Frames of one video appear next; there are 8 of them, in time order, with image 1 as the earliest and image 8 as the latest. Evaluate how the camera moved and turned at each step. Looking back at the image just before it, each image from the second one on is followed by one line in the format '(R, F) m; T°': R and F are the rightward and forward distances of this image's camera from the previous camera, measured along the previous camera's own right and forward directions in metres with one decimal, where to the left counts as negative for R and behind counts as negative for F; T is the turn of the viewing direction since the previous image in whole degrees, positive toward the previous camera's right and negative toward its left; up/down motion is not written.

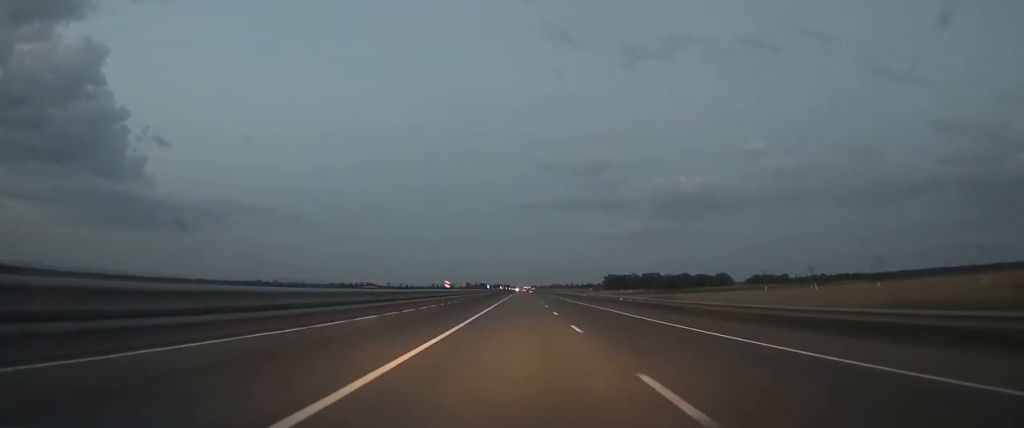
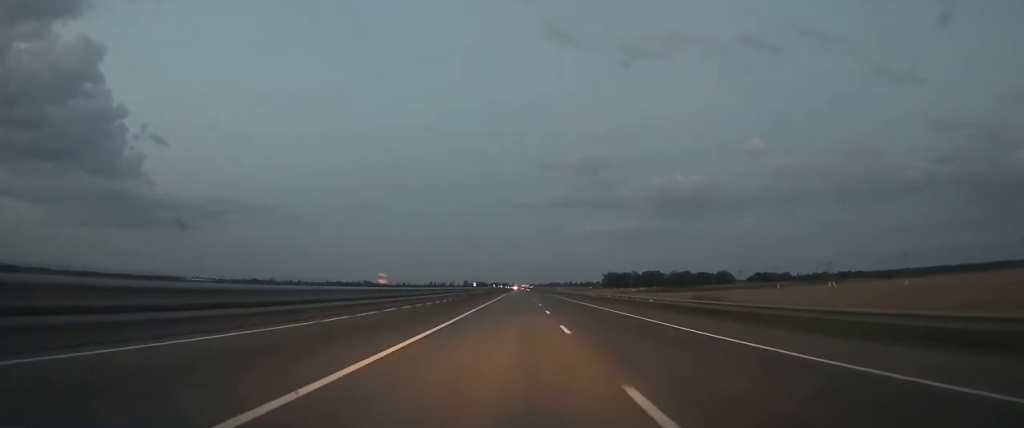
(0.0, +13.1) m; 0°
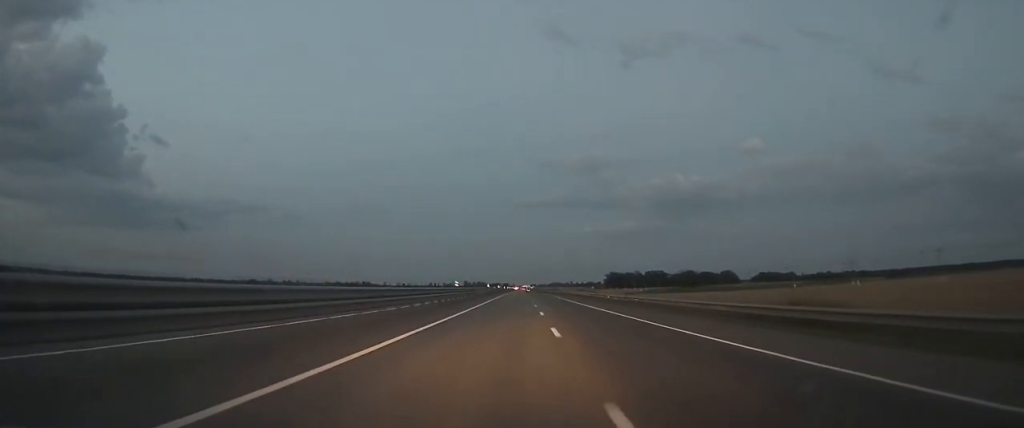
(+0.1, +13.1) m; 0°
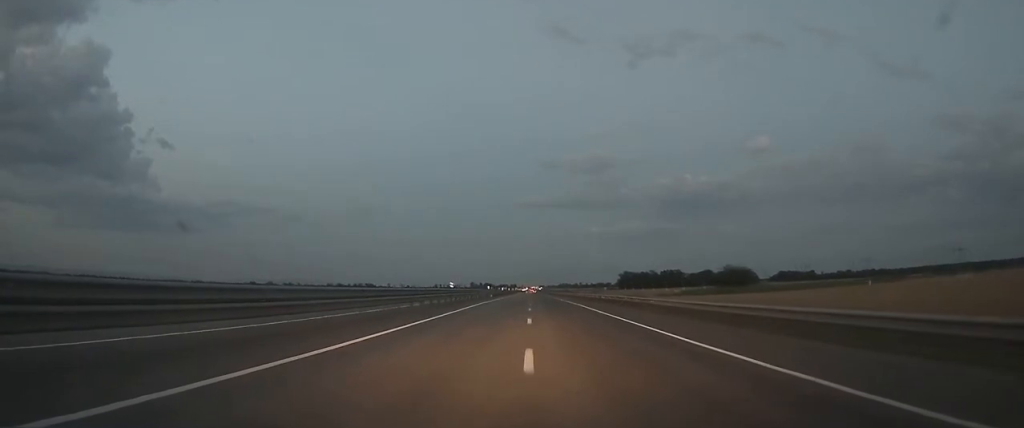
(-0.1, +42.3) m; 0°
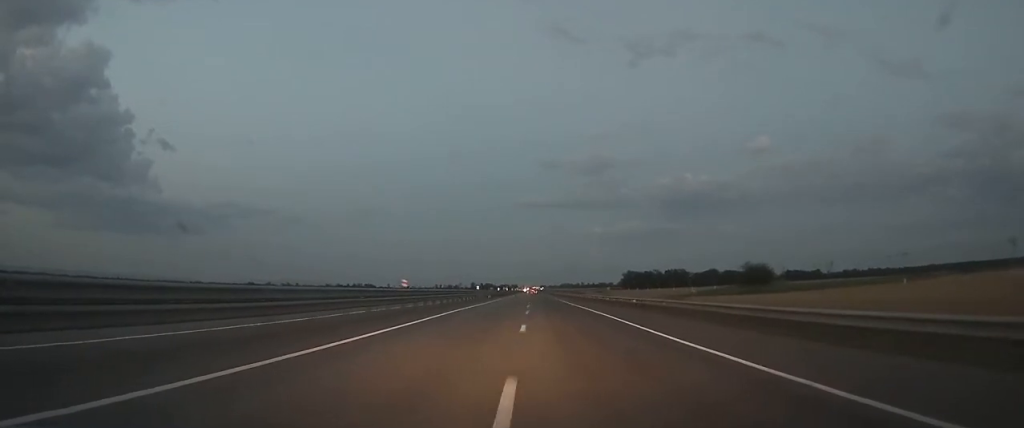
(0.0, +15.9) m; 0°
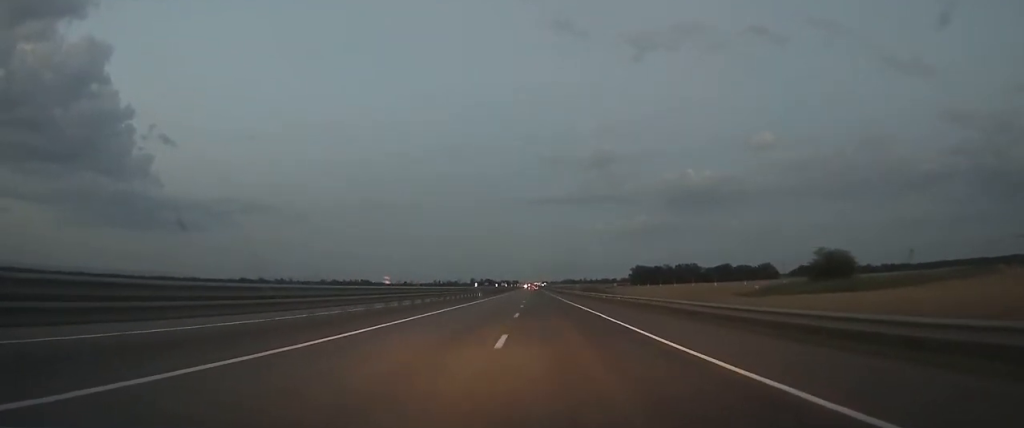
(-0.2, +40.8) m; -1°
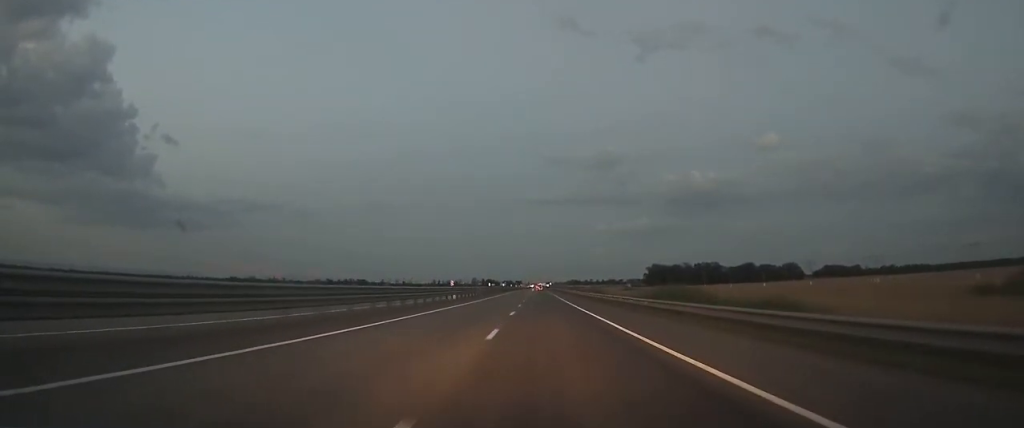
(-0.3, +58.1) m; -1°
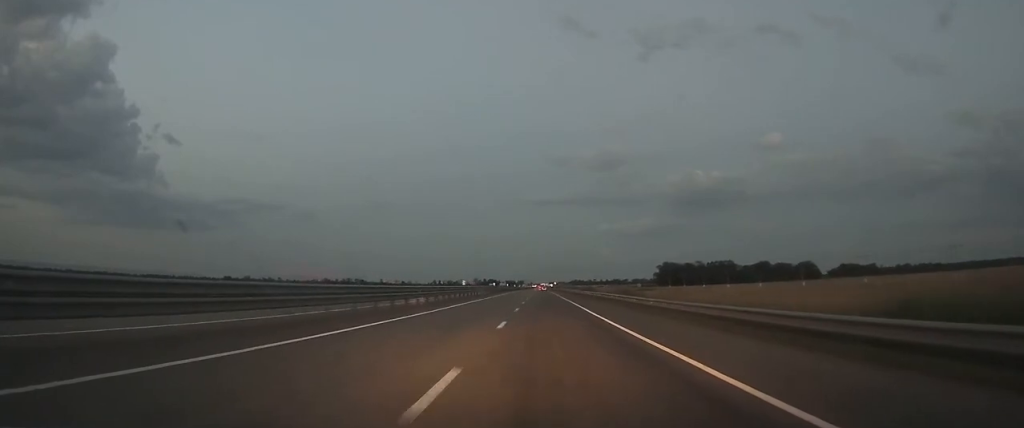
(-0.1, +32.3) m; 0°
